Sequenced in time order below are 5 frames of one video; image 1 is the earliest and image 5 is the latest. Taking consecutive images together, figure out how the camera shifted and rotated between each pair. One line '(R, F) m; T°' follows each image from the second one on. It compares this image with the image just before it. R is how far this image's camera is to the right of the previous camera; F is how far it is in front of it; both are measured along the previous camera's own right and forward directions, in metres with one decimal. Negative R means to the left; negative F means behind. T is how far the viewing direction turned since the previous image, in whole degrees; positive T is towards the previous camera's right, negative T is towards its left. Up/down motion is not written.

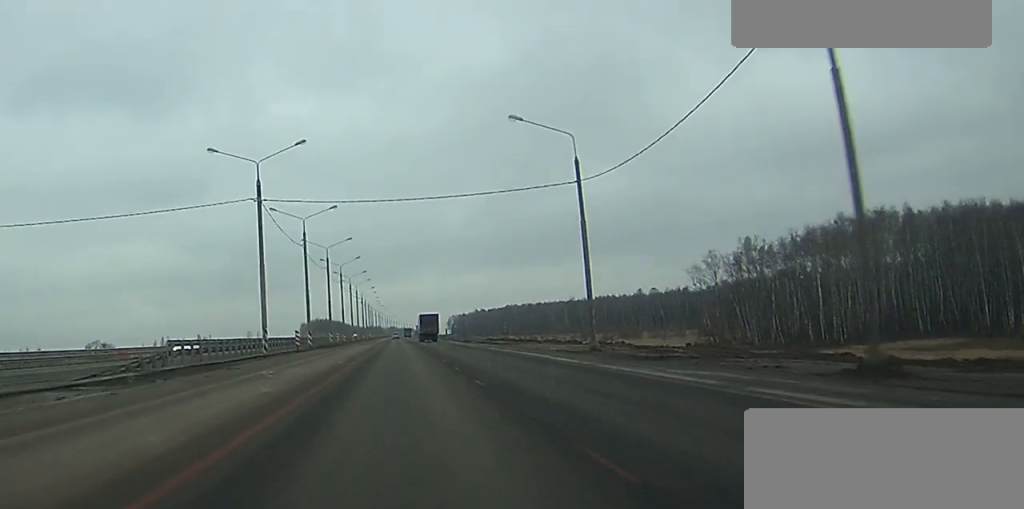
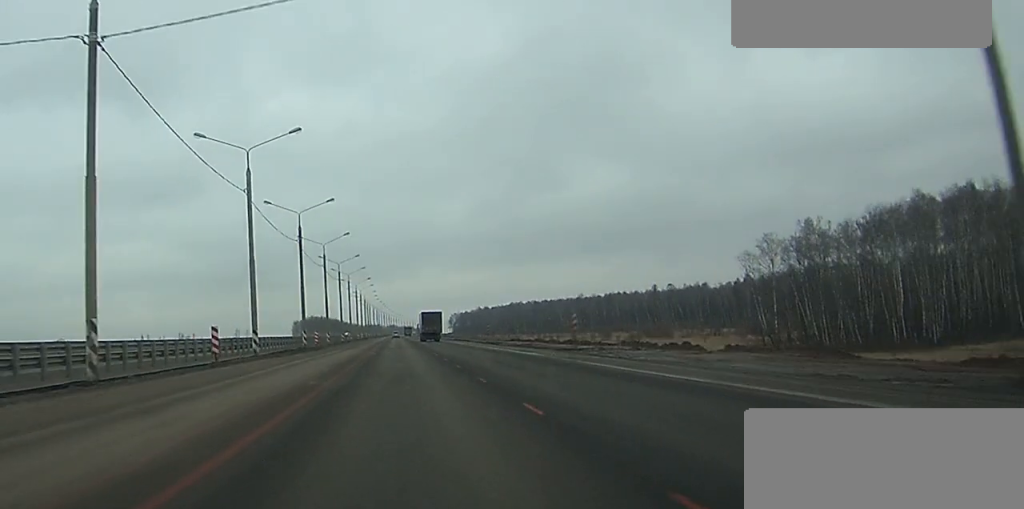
(+0.3, +29.5) m; +1°
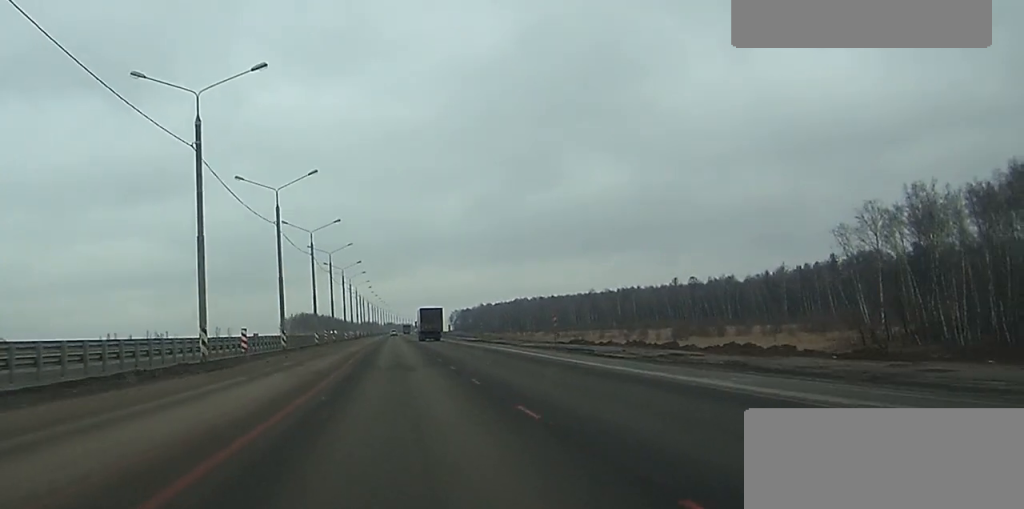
(+0.2, +39.0) m; 0°
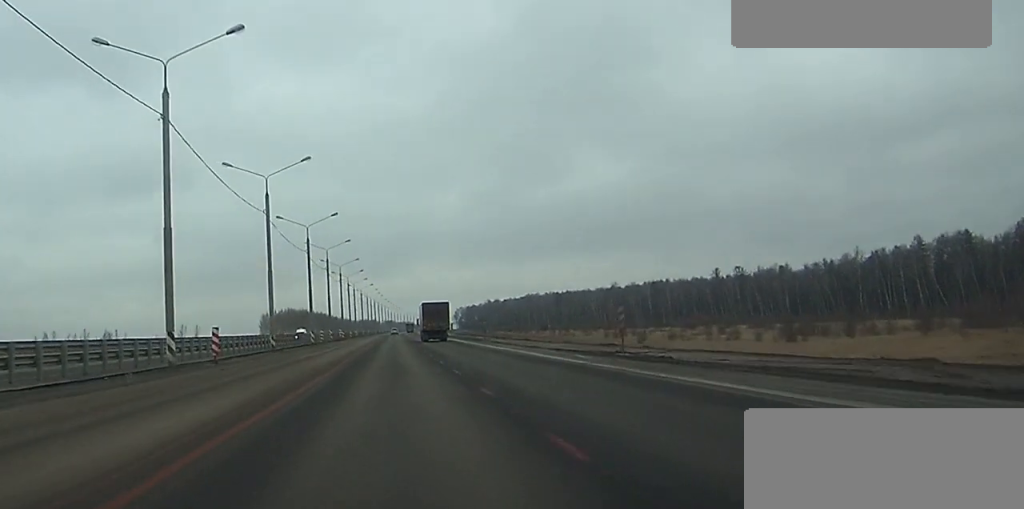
(0.0, +60.2) m; 0°
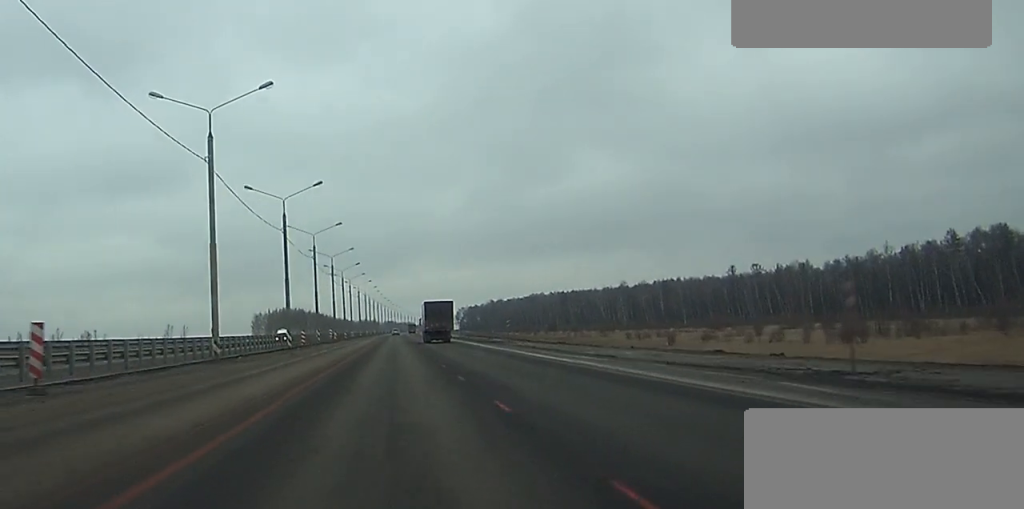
(-0.1, +19.4) m; 0°
